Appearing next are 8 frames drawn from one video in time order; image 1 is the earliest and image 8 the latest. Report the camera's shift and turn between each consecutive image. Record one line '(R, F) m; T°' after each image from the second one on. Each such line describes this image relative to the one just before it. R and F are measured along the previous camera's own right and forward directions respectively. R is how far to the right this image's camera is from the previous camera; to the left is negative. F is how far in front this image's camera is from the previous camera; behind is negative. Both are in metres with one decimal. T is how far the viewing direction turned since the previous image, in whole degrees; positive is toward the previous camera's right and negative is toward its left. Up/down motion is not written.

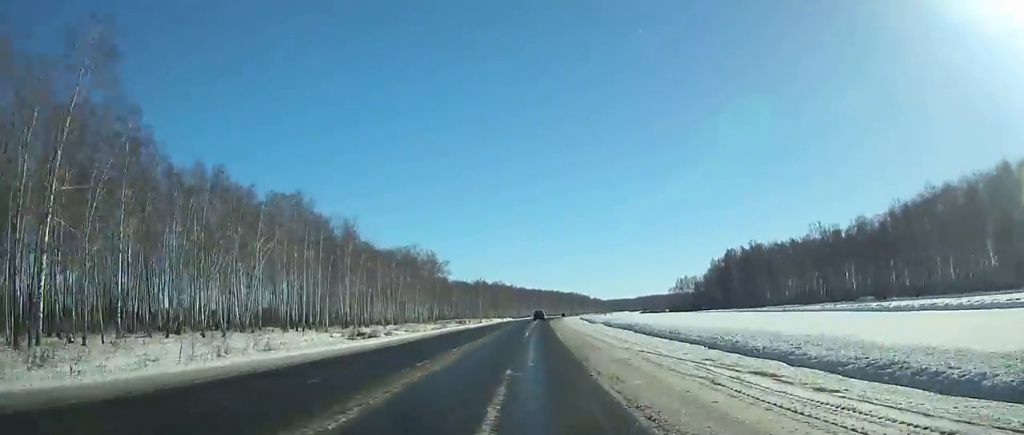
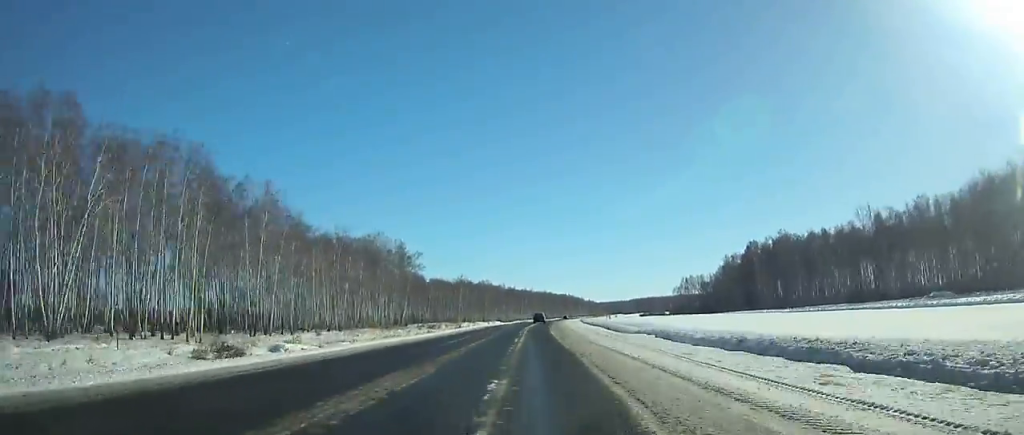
(+0.1, +30.7) m; +1°
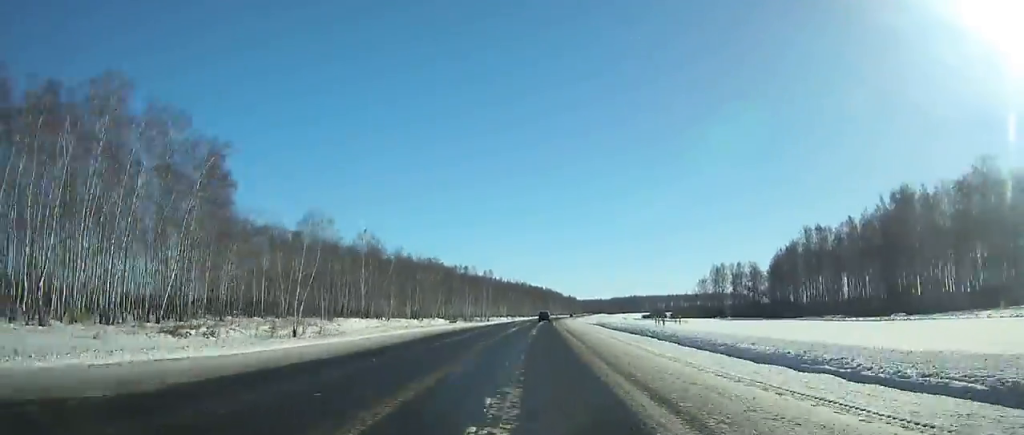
(+2.6, +89.2) m; +3°
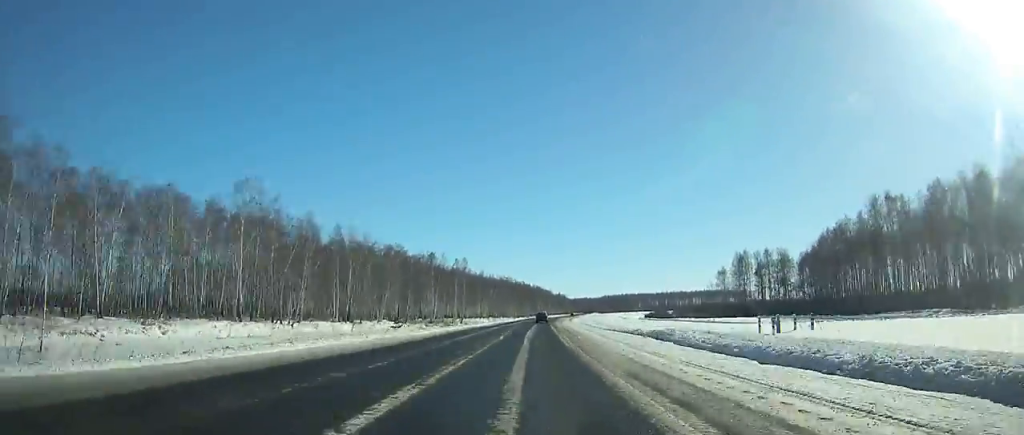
(+0.5, +38.5) m; +1°
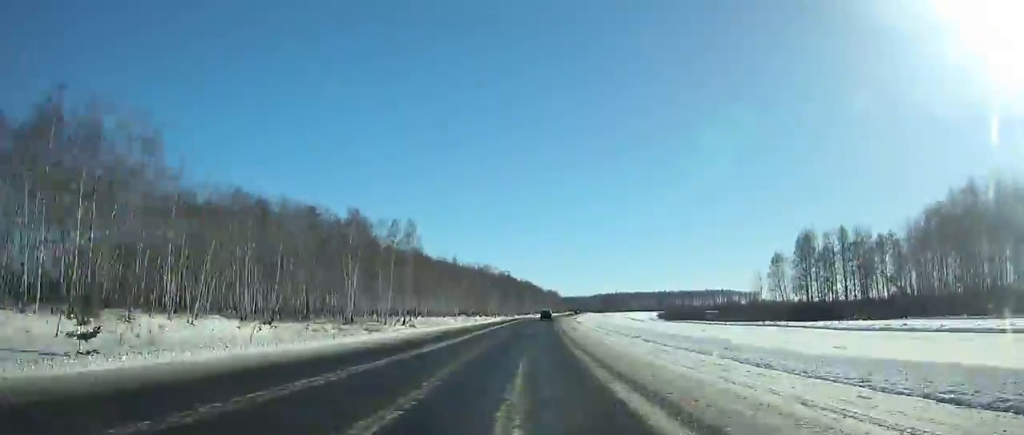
(+0.5, +52.7) m; +1°
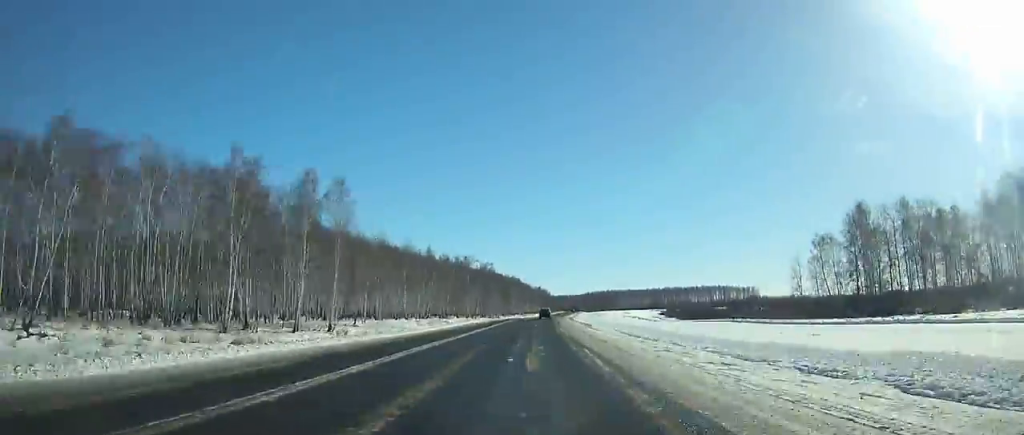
(+0.4, +29.9) m; +1°
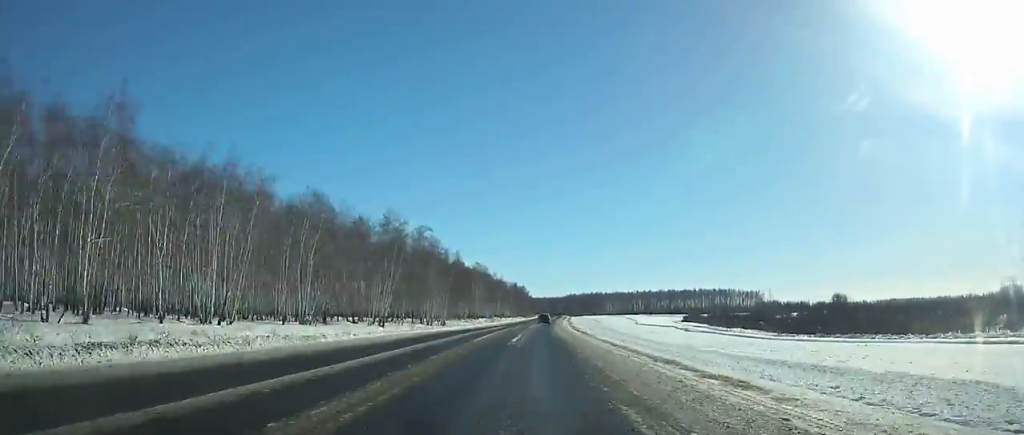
(+1.4, +71.9) m; +2°
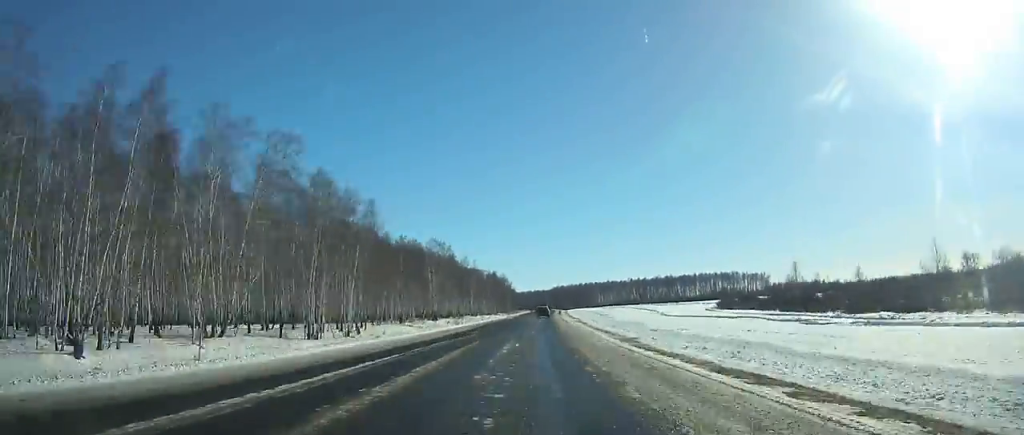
(+0.4, +48.8) m; +1°
